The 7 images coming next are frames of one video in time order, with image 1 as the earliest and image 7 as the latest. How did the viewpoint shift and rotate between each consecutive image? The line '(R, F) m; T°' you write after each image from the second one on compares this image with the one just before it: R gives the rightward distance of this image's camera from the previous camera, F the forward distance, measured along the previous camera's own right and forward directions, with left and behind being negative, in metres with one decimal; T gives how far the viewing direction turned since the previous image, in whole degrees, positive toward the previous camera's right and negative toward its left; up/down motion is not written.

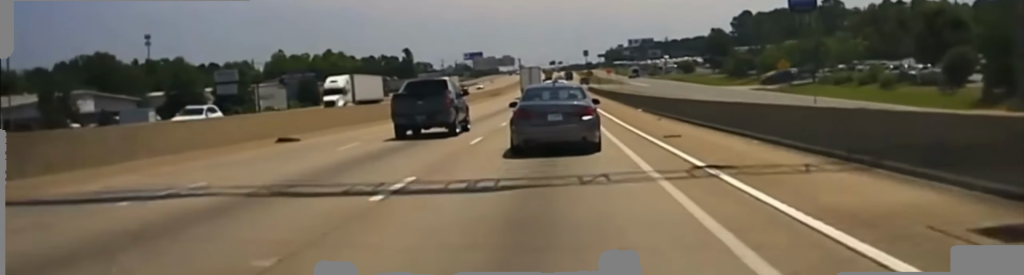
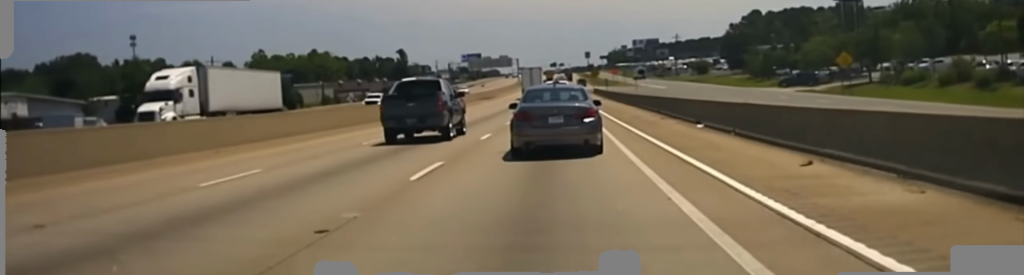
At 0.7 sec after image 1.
(-0.1, +21.5) m; -1°
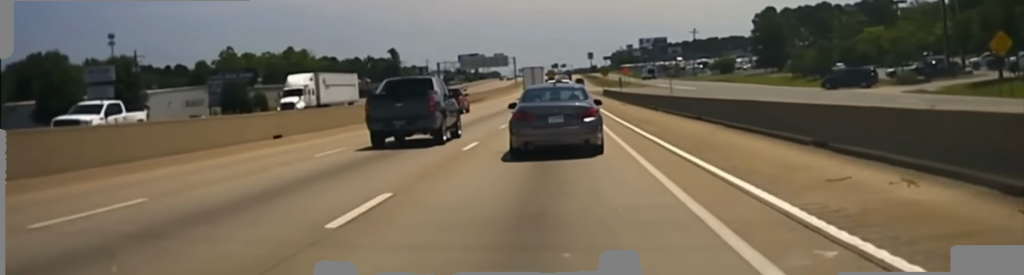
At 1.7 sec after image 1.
(-0.3, +30.7) m; 0°
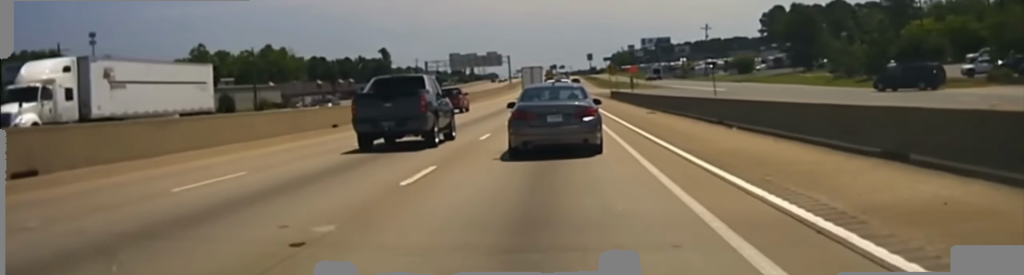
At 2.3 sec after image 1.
(-0.1, +18.9) m; 0°
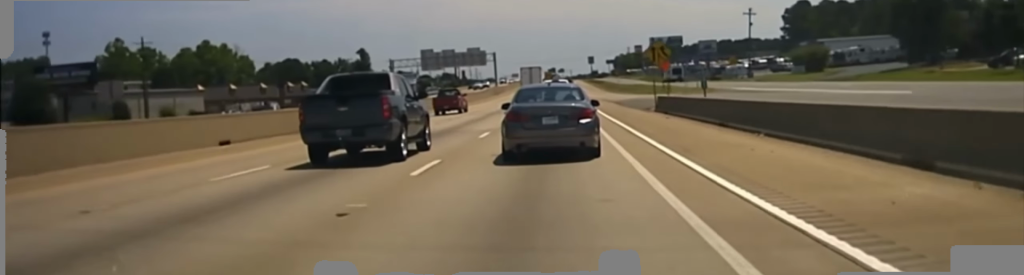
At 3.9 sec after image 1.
(+0.6, +47.5) m; +1°
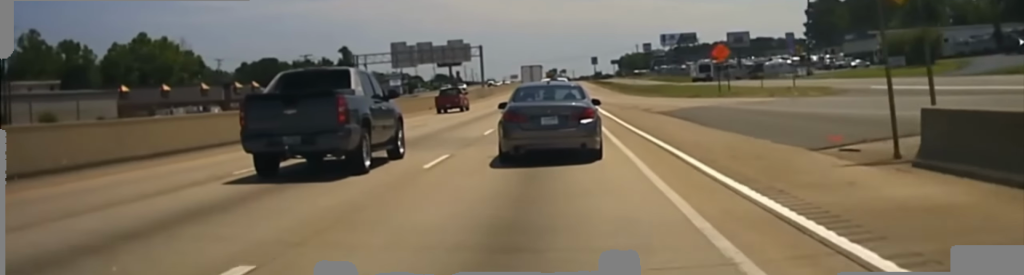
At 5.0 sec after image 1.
(0.0, +35.6) m; 0°
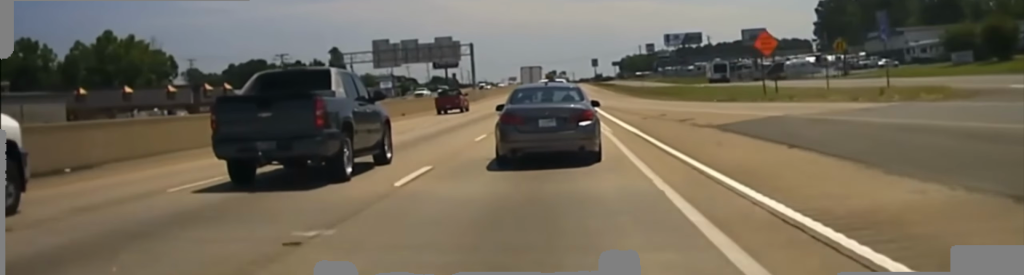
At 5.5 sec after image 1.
(-0.1, +15.1) m; 0°
